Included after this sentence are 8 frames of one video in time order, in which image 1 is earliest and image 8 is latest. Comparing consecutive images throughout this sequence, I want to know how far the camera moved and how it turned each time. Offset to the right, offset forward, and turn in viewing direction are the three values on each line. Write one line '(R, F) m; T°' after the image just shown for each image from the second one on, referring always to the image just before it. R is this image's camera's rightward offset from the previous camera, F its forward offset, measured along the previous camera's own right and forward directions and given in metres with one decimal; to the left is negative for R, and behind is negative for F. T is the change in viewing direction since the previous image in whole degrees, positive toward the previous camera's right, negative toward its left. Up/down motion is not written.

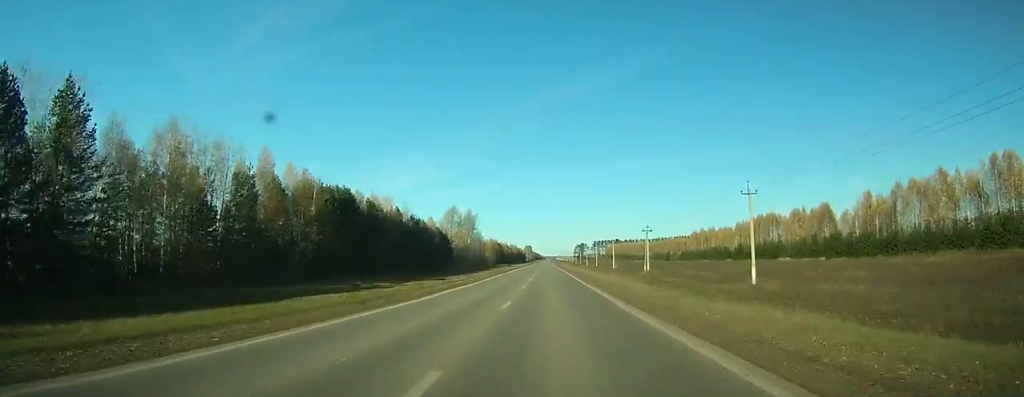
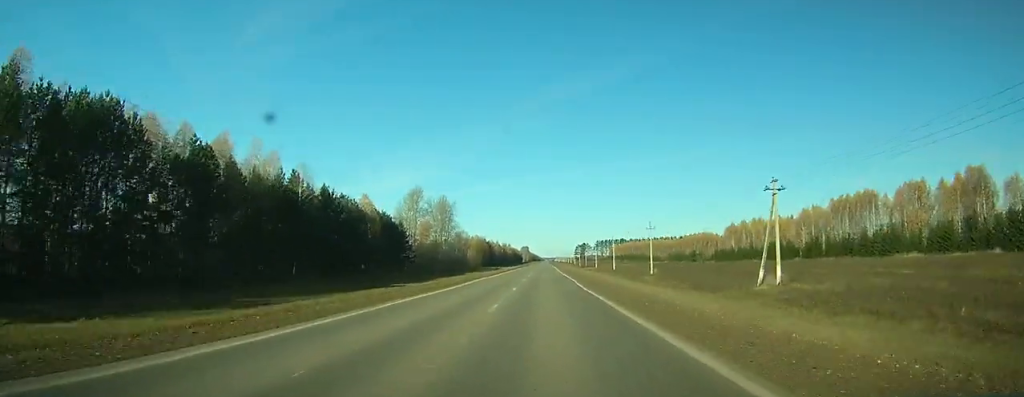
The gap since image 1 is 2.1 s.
(-0.1, +59.9) m; 0°
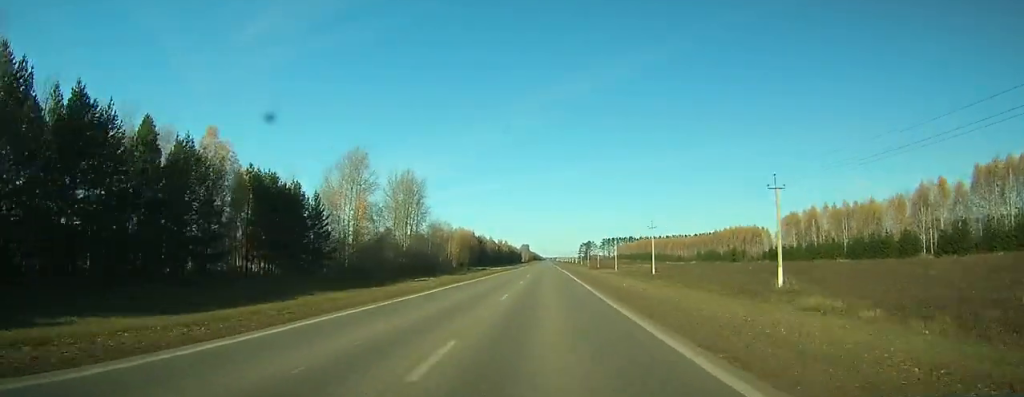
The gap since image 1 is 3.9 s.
(0.0, +57.2) m; 0°
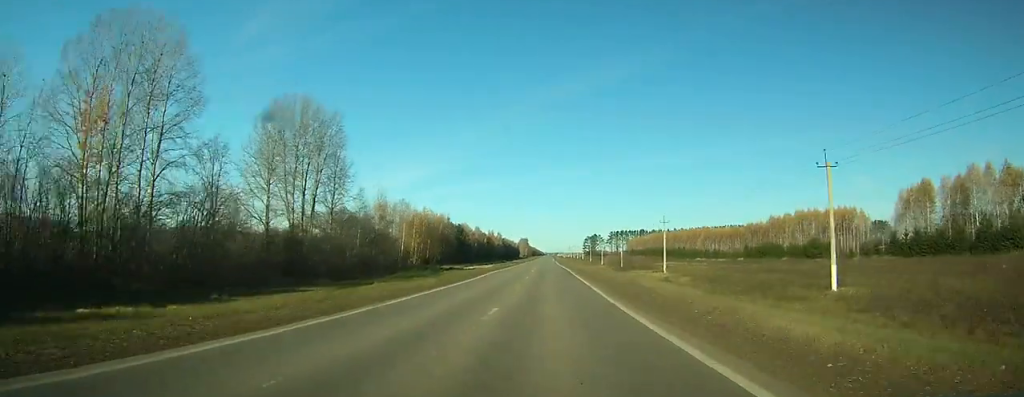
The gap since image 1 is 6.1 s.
(0.0, +66.0) m; 0°
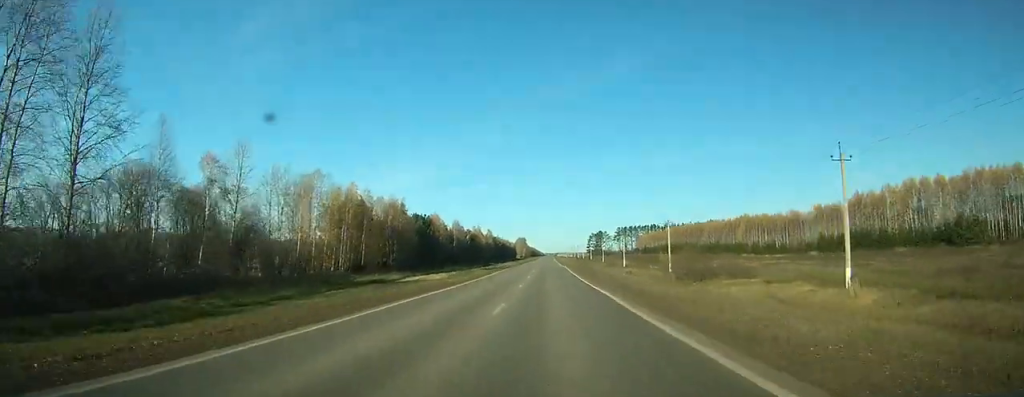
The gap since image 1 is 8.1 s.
(0.0, +57.3) m; 0°
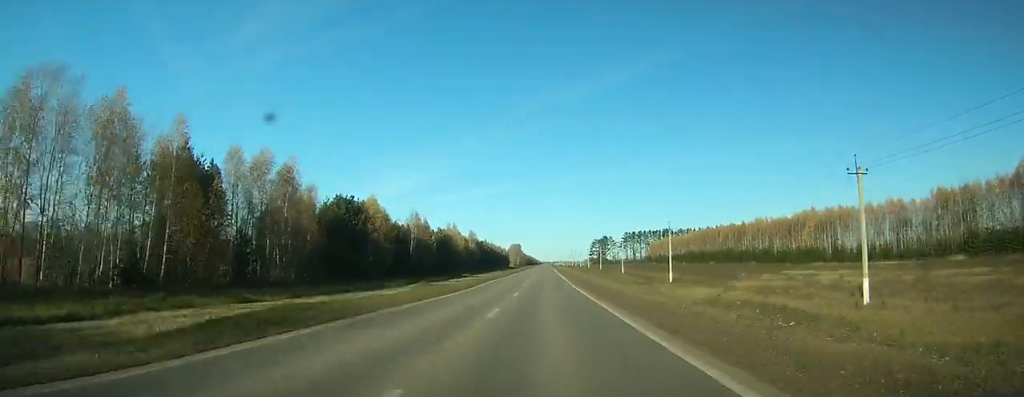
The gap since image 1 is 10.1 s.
(-0.1, +55.7) m; 0°
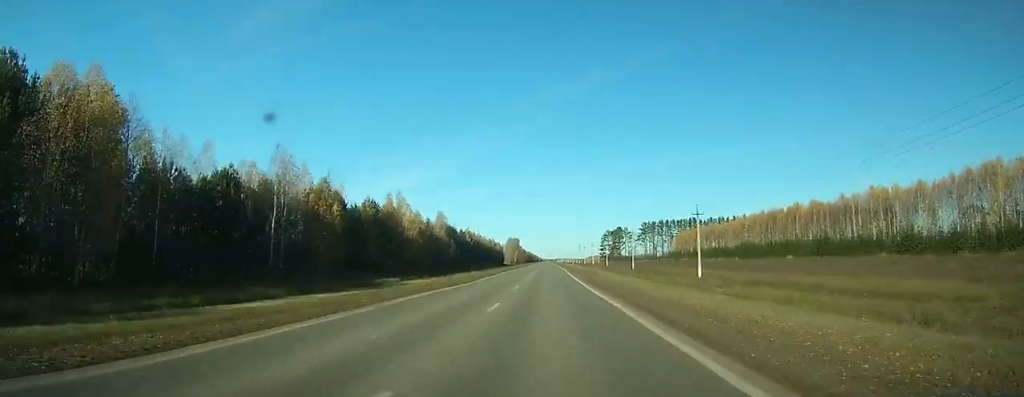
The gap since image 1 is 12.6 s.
(0.0, +71.7) m; 0°
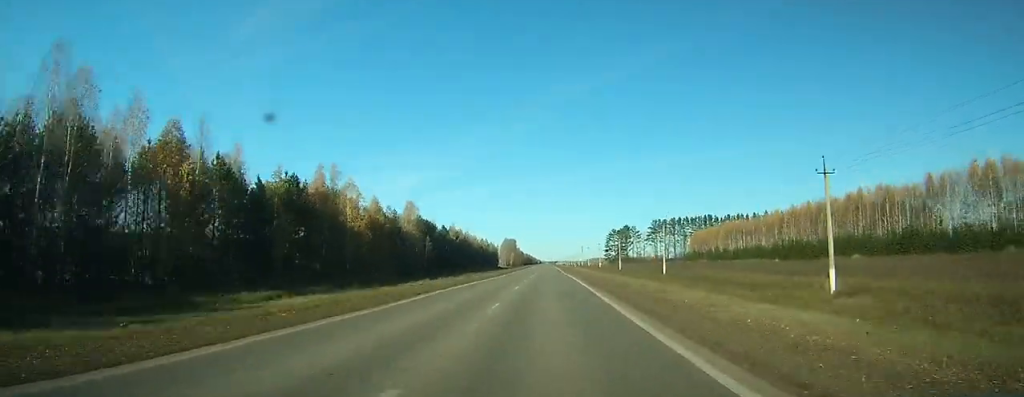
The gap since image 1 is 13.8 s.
(0.0, +36.3) m; 0°
